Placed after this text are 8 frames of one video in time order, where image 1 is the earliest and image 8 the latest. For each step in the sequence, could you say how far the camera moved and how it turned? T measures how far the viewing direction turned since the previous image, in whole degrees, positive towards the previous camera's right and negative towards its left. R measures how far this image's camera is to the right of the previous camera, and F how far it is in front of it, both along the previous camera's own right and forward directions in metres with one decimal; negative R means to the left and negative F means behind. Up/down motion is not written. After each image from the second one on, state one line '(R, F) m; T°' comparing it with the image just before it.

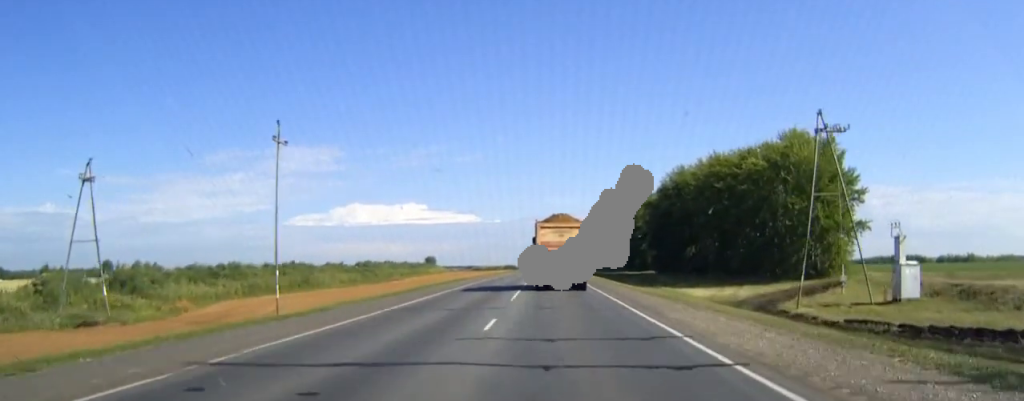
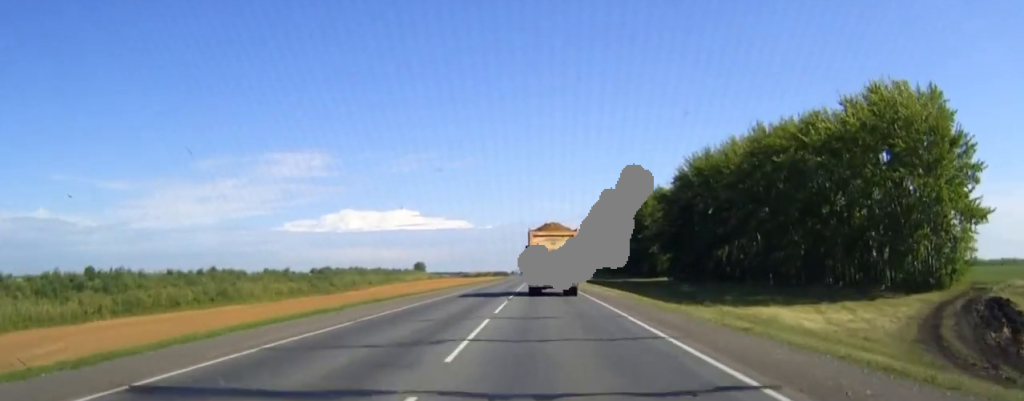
(+0.2, +28.5) m; 0°
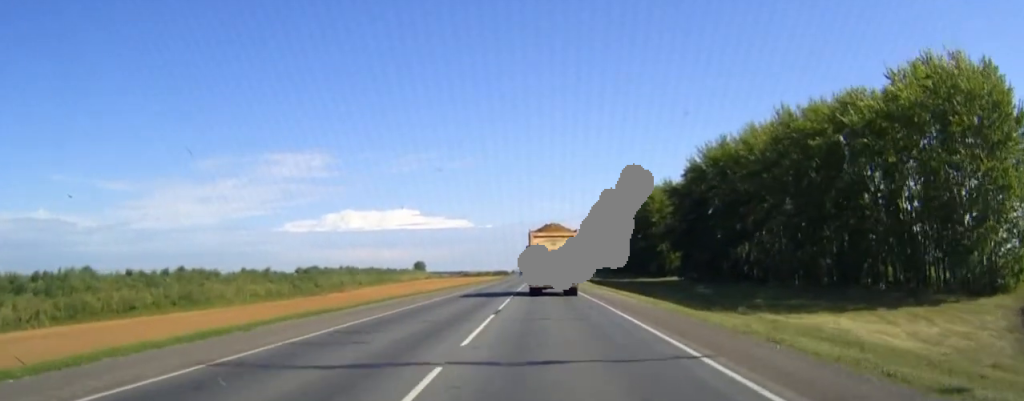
(0.0, +9.6) m; 0°
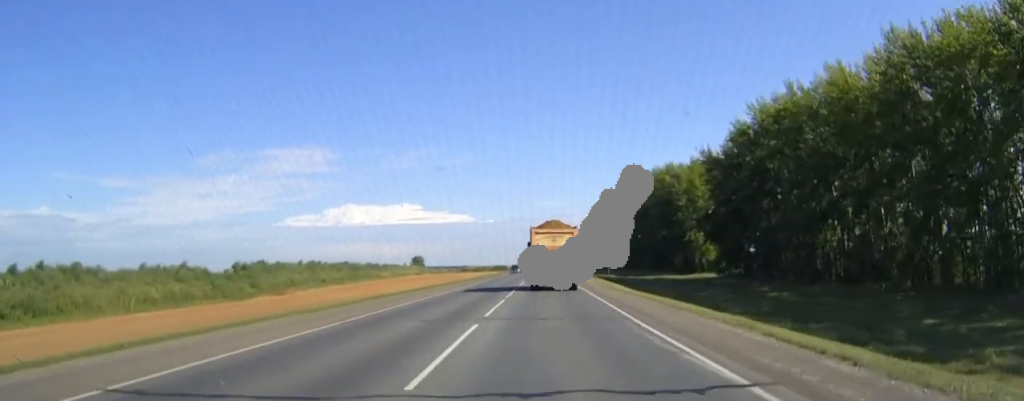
(-0.1, +28.8) m; 0°
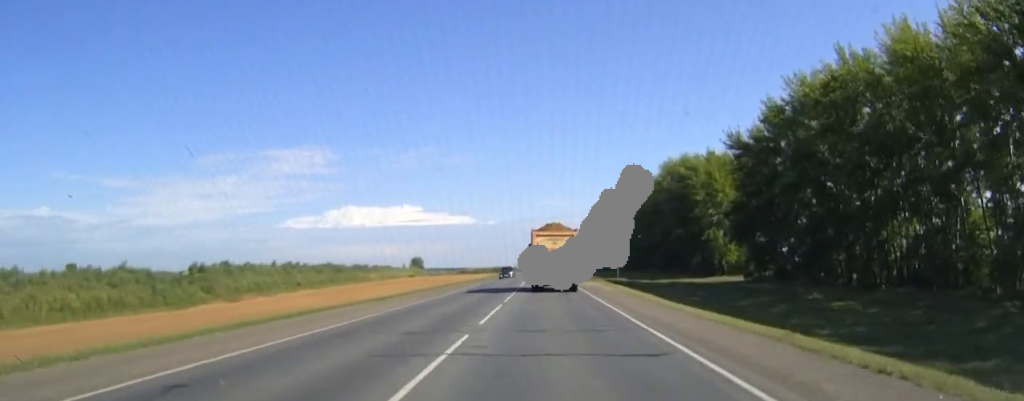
(0.0, +14.2) m; 0°
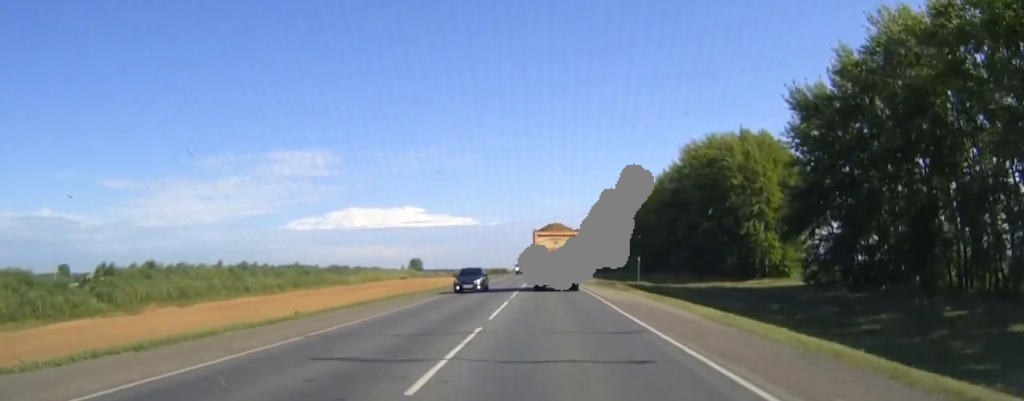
(0.0, +21.8) m; 0°
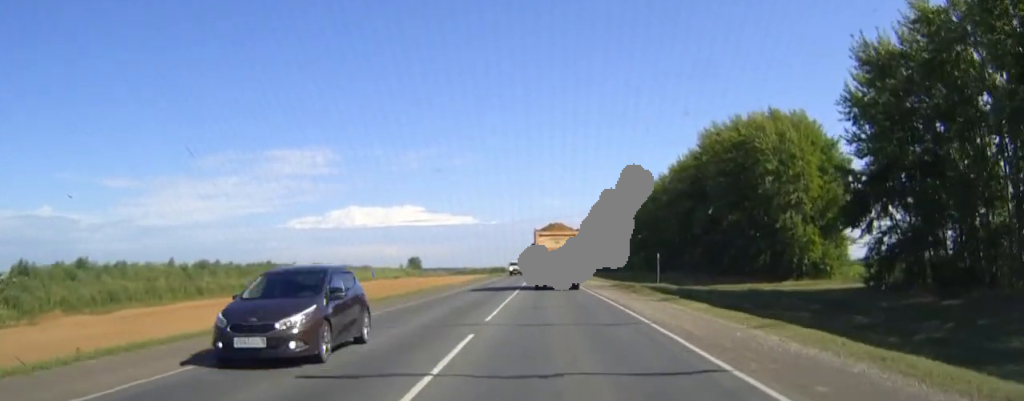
(0.0, +14.4) m; 0°
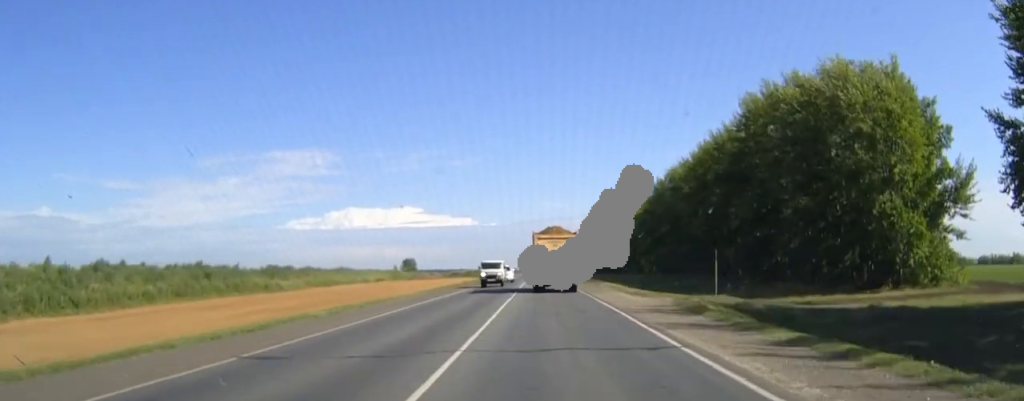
(0.0, +25.3) m; 0°
